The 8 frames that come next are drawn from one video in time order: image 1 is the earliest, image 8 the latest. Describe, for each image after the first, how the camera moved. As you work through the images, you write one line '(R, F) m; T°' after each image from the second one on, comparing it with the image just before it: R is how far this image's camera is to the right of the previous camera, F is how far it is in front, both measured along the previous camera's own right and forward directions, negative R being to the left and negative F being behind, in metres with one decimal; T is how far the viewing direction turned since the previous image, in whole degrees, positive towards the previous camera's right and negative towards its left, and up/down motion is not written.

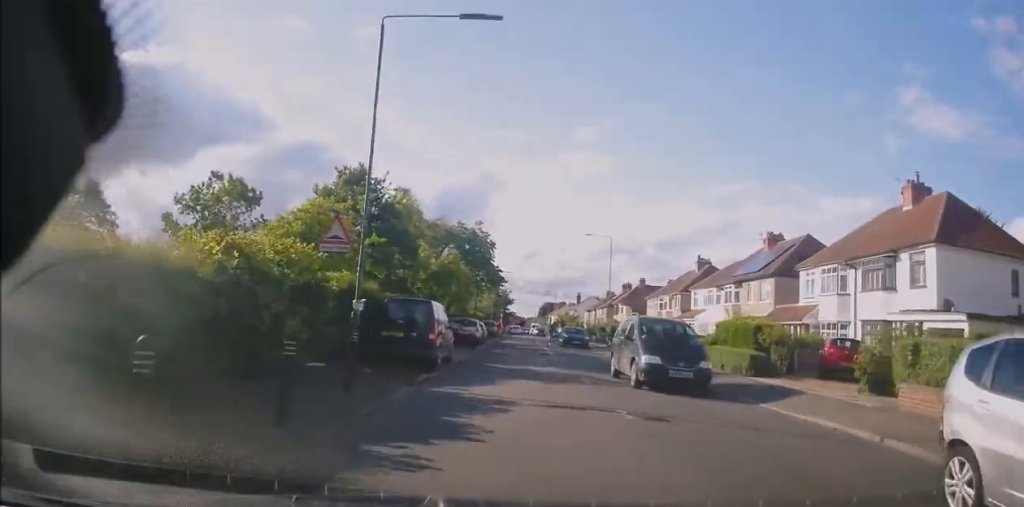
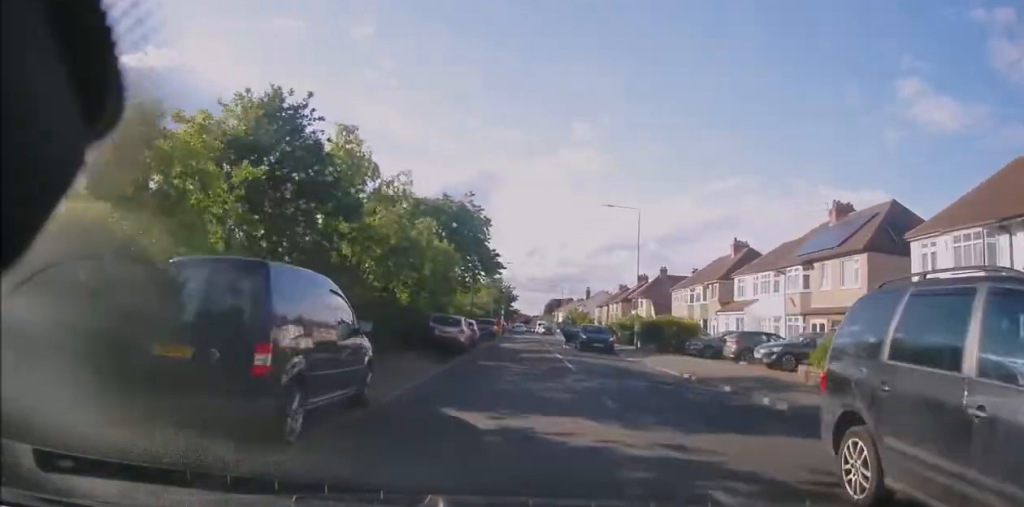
(-0.2, +10.5) m; 0°
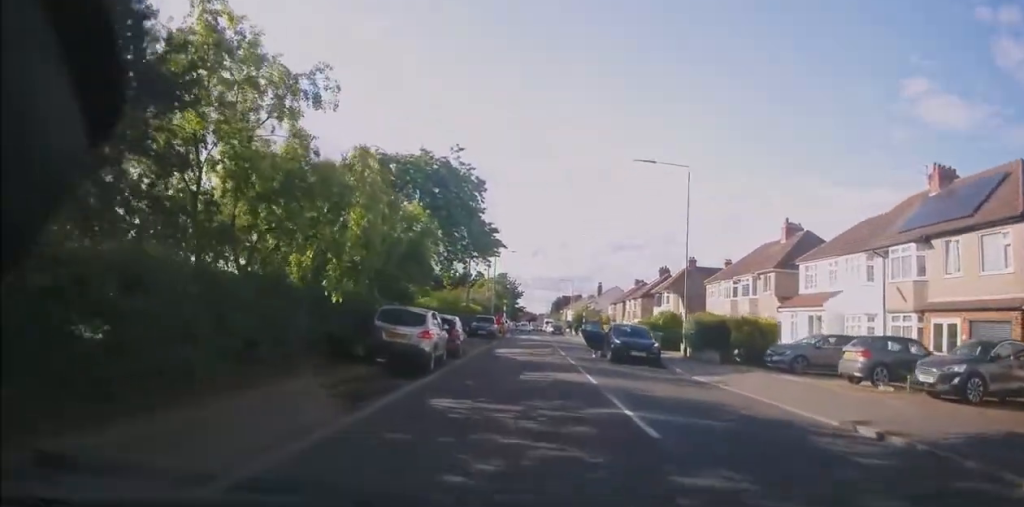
(+0.2, +10.1) m; 0°
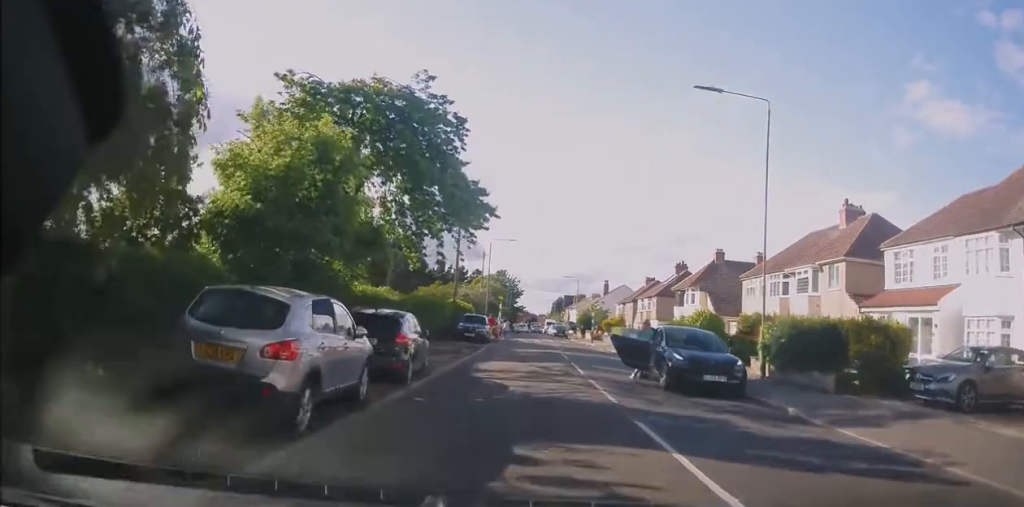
(-0.1, +9.0) m; -2°
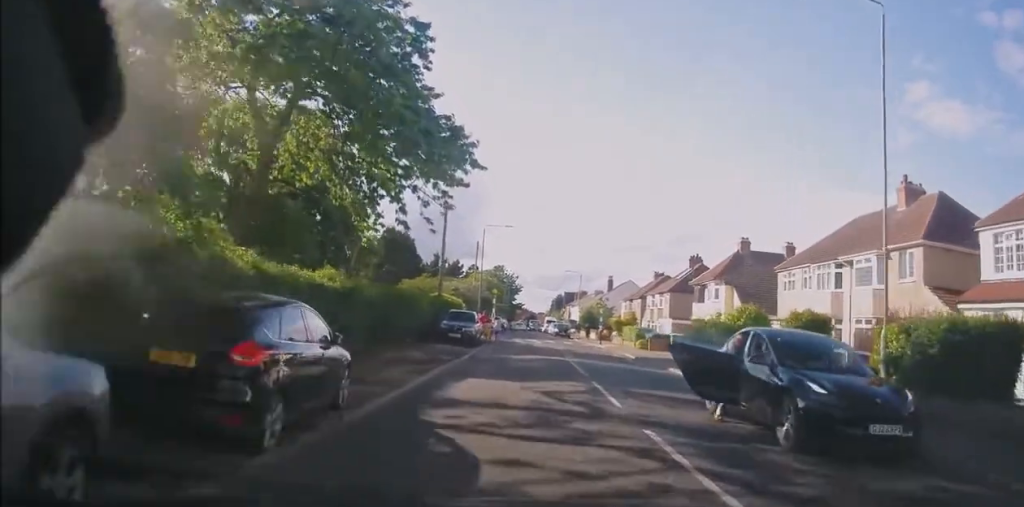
(-0.2, +6.5) m; 0°
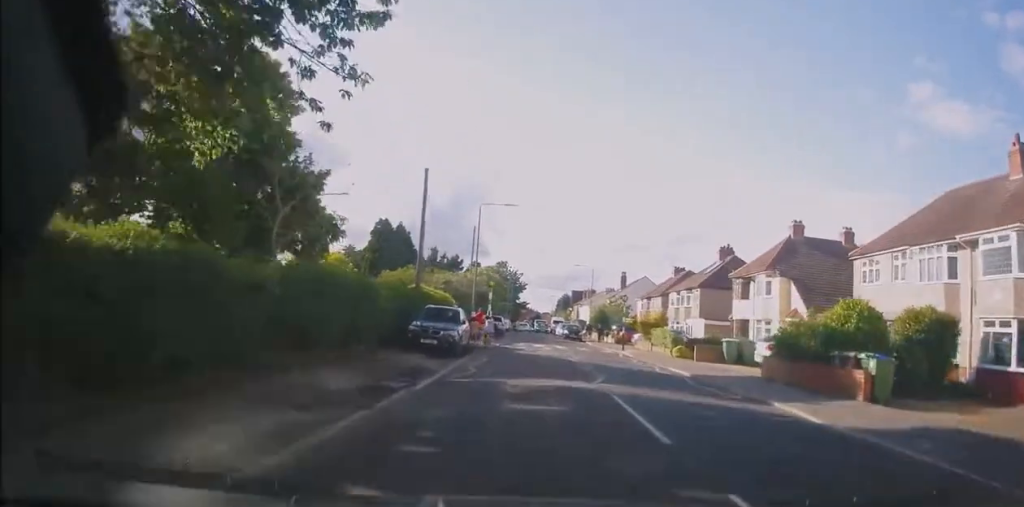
(0.0, +8.8) m; +2°
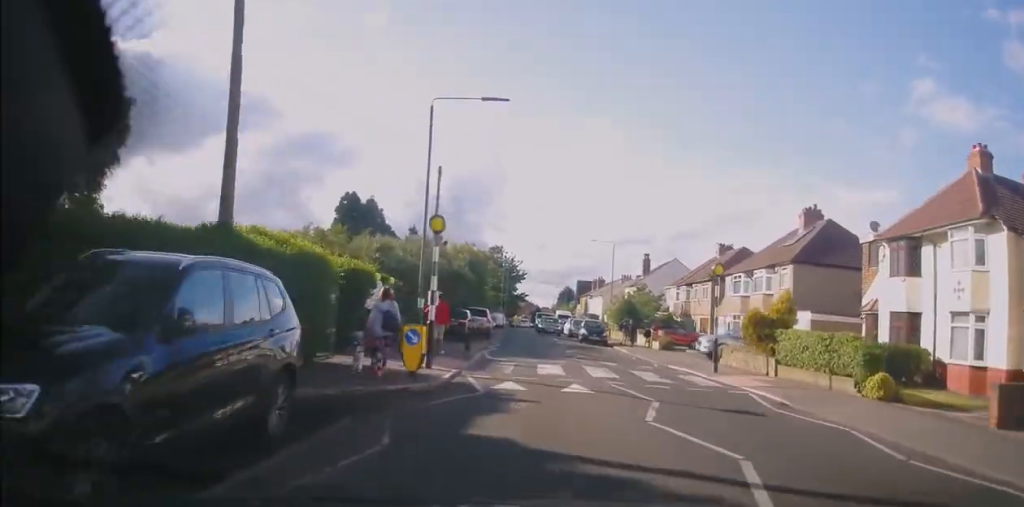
(+0.5, +17.8) m; 0°
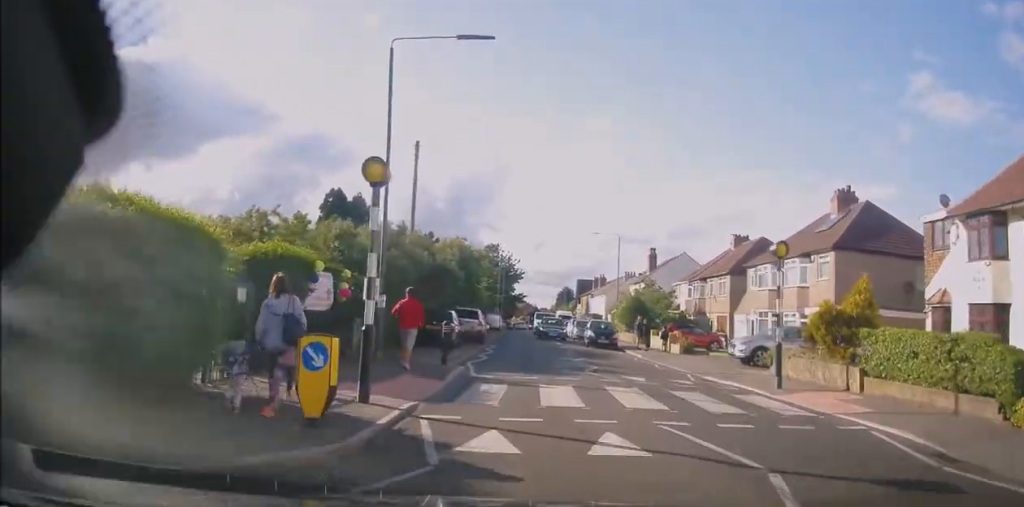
(-0.2, +4.9) m; -1°
